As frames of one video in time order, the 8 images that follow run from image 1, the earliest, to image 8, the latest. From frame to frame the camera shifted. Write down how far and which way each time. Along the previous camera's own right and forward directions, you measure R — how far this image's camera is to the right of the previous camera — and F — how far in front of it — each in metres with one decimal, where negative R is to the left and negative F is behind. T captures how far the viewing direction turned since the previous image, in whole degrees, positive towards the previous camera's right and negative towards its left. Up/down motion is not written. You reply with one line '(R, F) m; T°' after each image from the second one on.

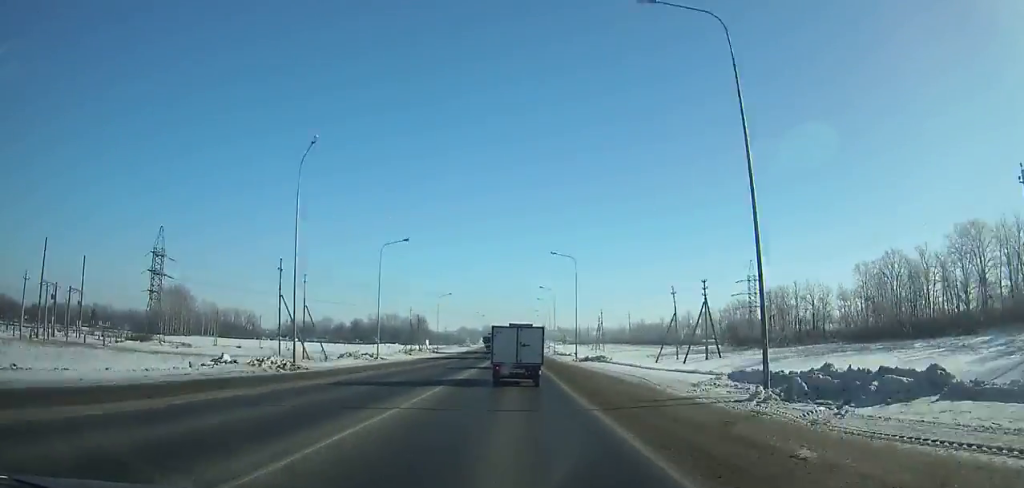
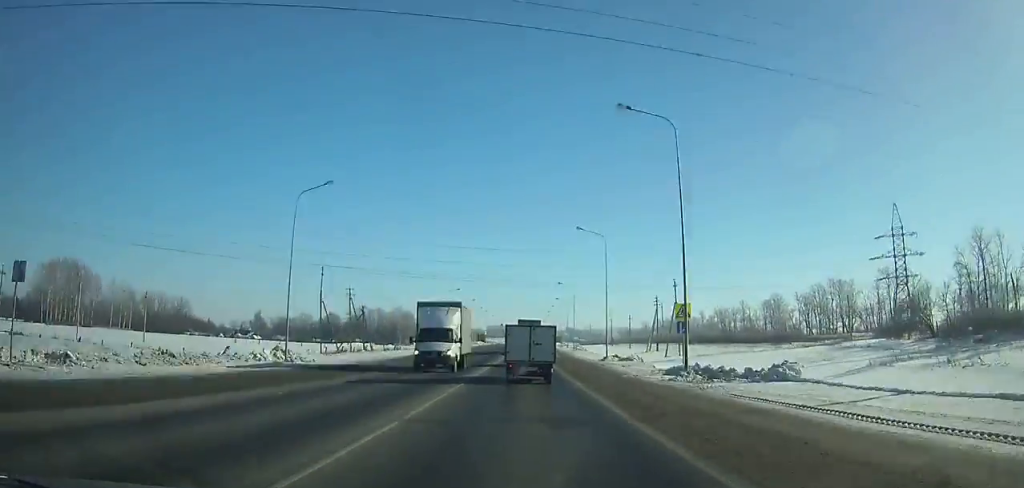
(+0.3, +72.6) m; 0°
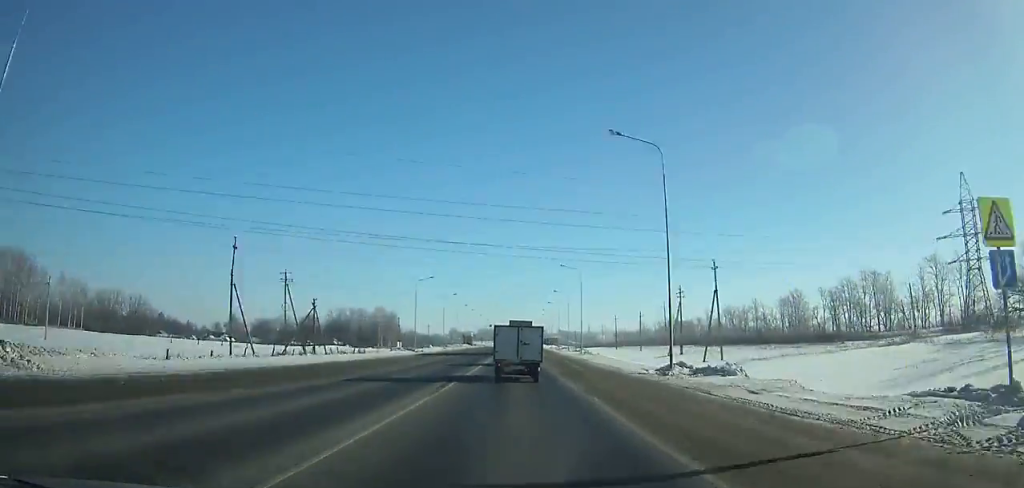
(0.0, +23.6) m; 0°
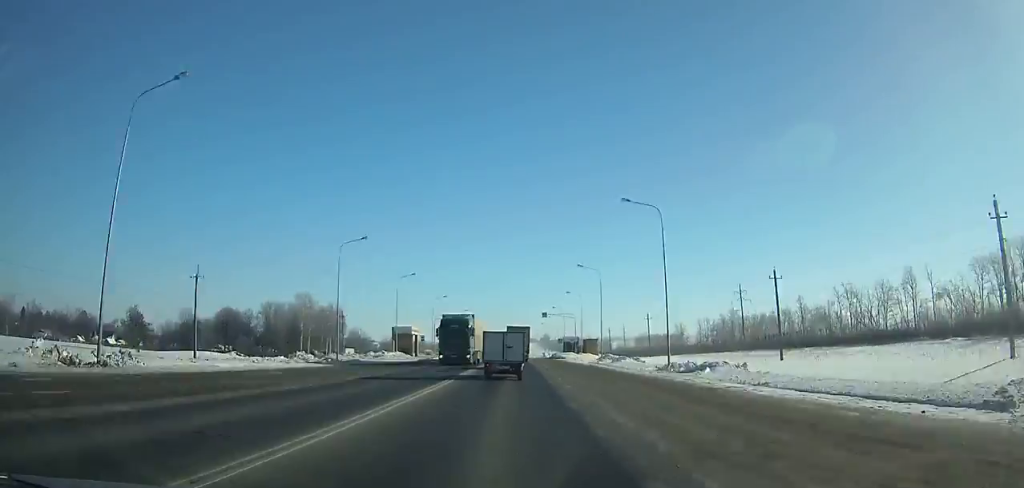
(-0.3, +100.3) m; 0°
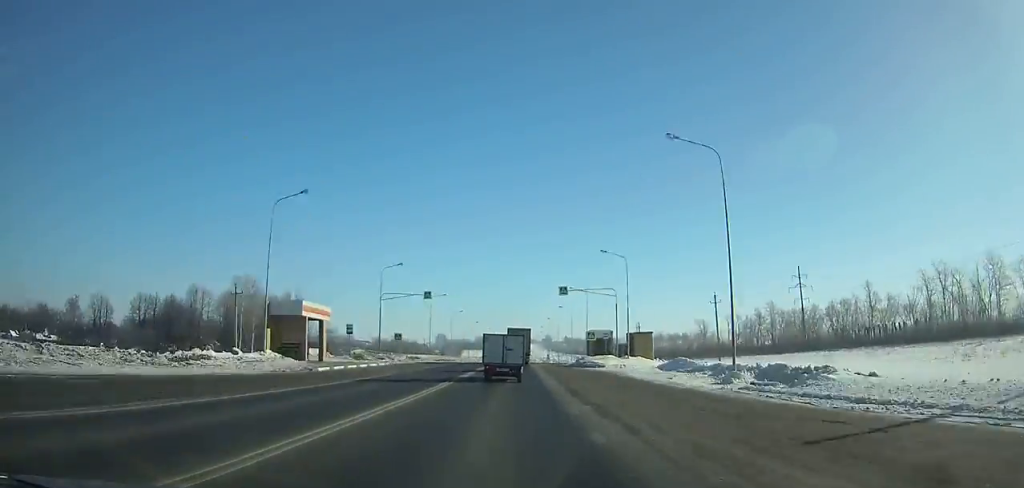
(-0.1, +40.8) m; 0°
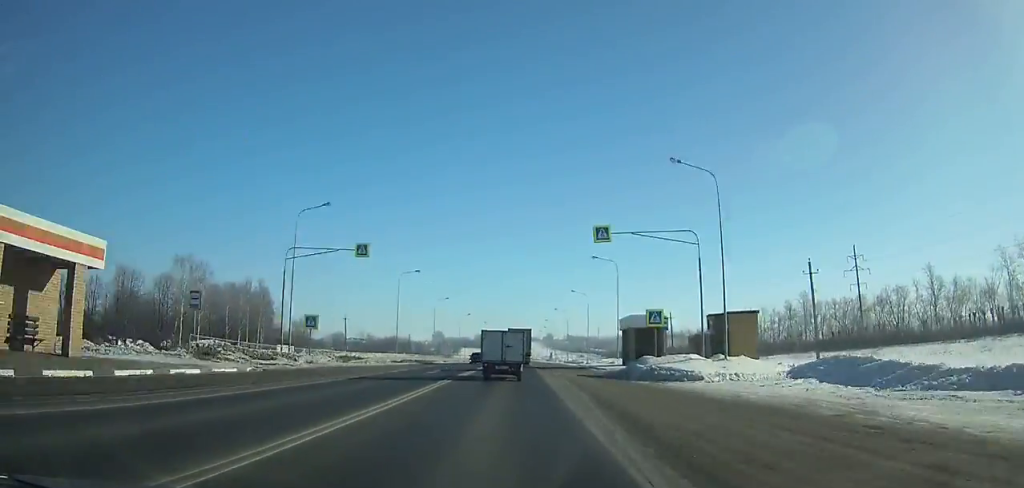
(0.0, +27.1) m; 0°
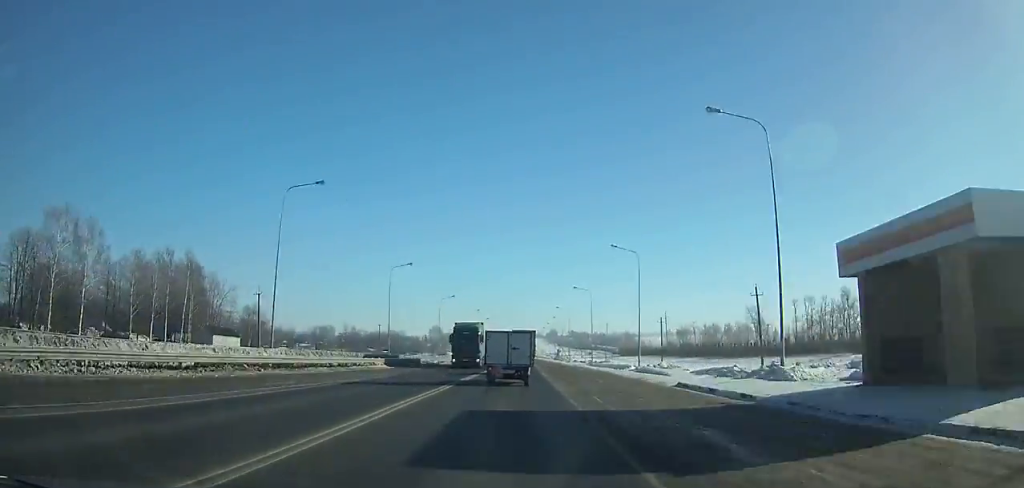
(-0.2, +36.4) m; 0°
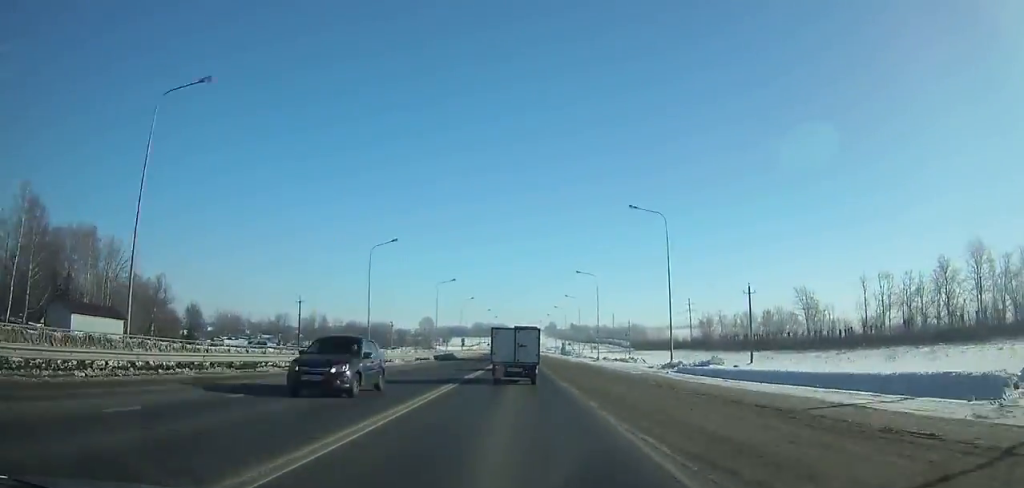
(+0.1, +45.8) m; 0°
